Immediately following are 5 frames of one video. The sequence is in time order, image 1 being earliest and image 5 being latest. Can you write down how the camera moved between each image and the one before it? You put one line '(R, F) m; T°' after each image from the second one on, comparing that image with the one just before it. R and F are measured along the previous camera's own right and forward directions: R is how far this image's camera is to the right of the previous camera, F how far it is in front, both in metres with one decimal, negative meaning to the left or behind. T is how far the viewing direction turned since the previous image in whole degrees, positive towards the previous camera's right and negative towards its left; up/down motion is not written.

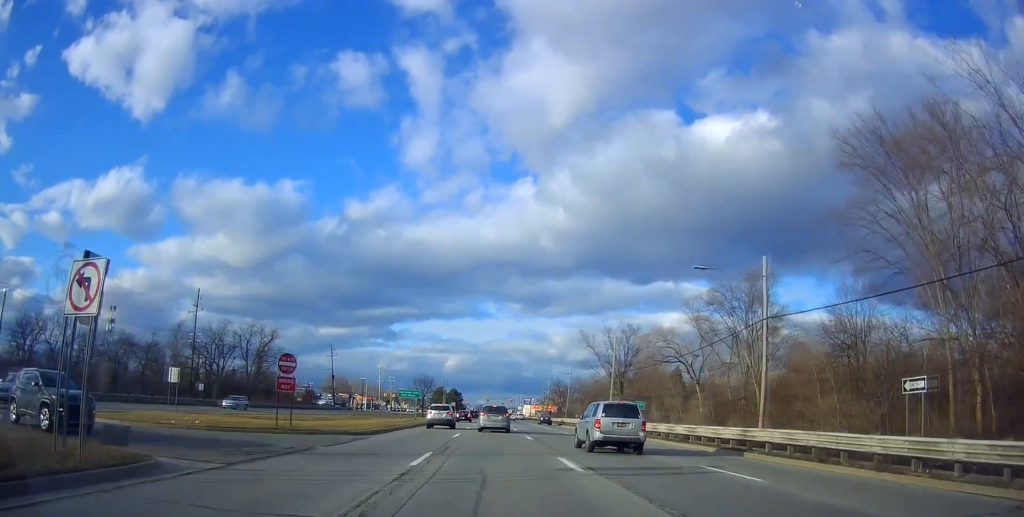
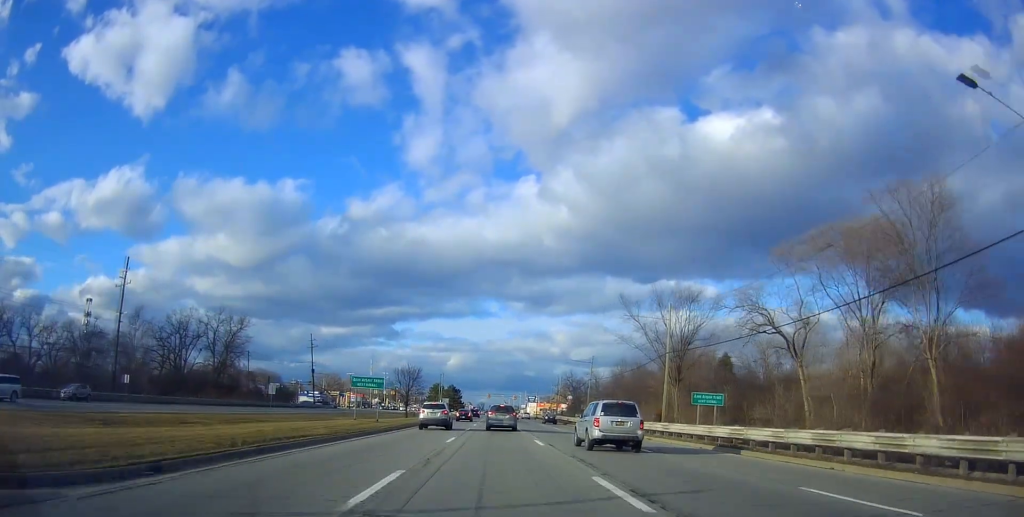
(-0.7, +21.2) m; 0°
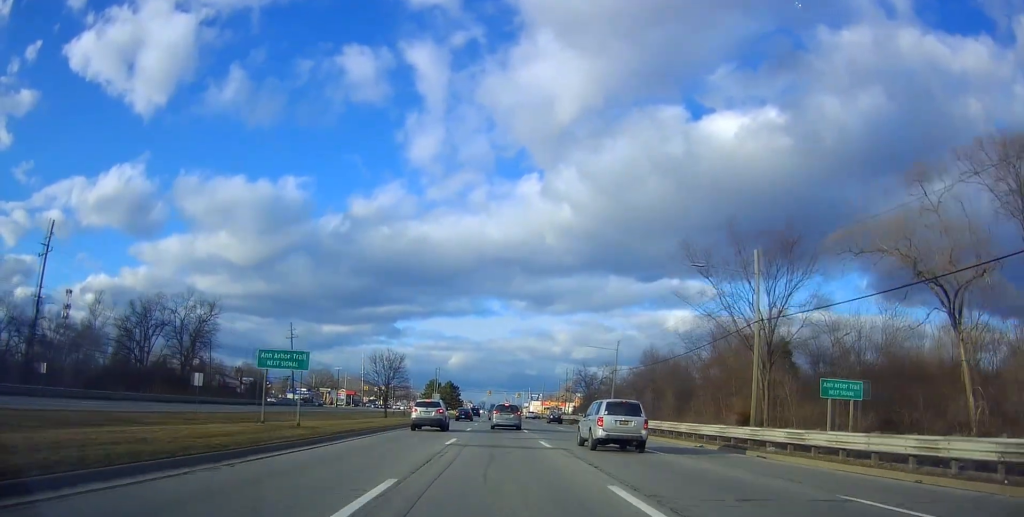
(+0.5, +16.6) m; 0°
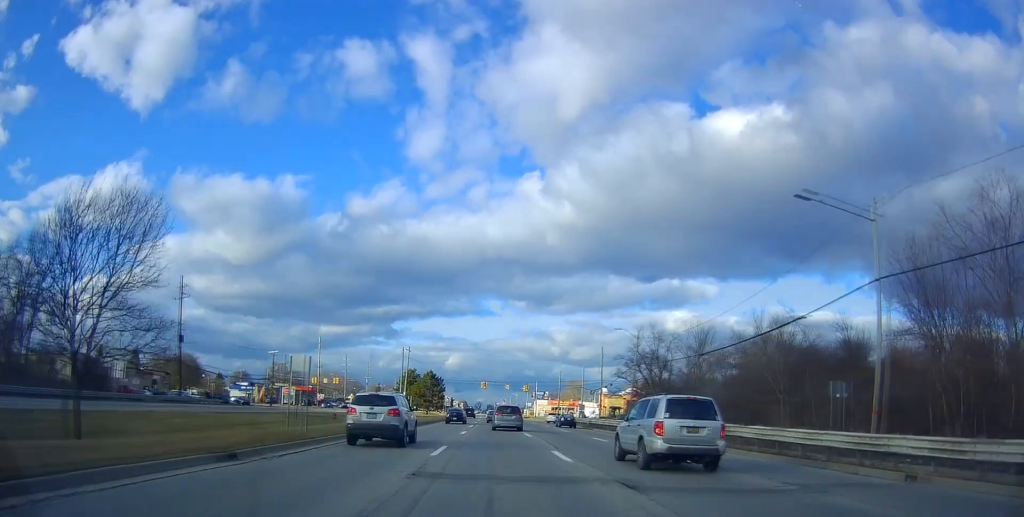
(-0.3, +51.8) m; +1°
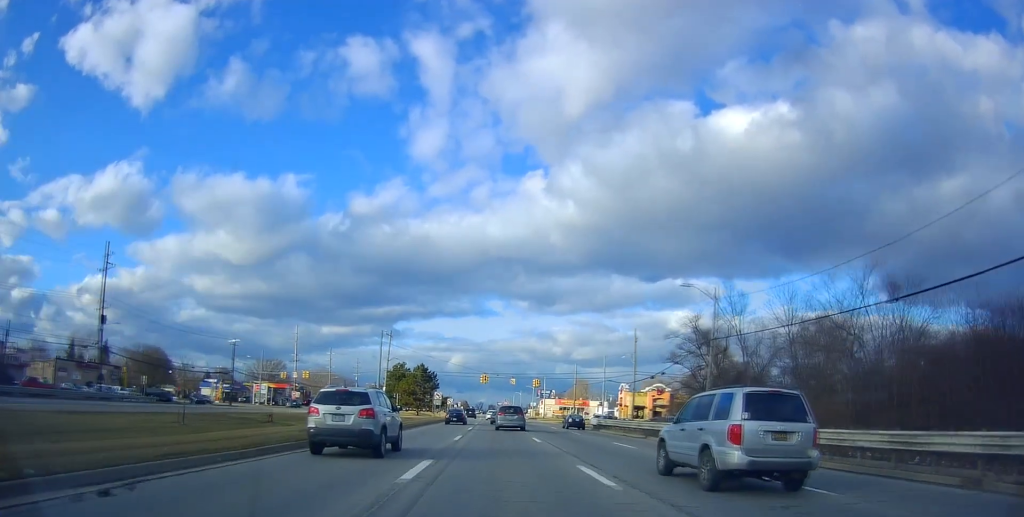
(-0.2, +21.5) m; -1°
